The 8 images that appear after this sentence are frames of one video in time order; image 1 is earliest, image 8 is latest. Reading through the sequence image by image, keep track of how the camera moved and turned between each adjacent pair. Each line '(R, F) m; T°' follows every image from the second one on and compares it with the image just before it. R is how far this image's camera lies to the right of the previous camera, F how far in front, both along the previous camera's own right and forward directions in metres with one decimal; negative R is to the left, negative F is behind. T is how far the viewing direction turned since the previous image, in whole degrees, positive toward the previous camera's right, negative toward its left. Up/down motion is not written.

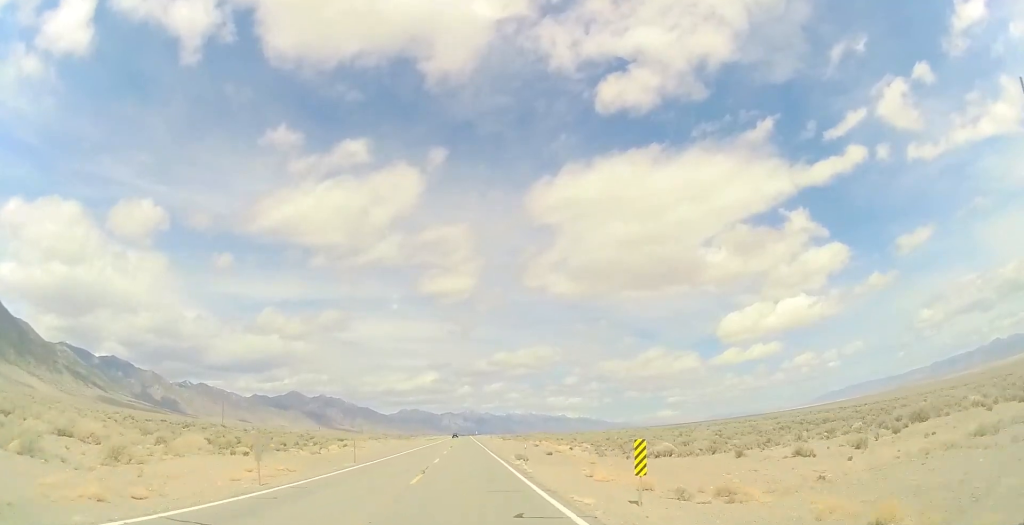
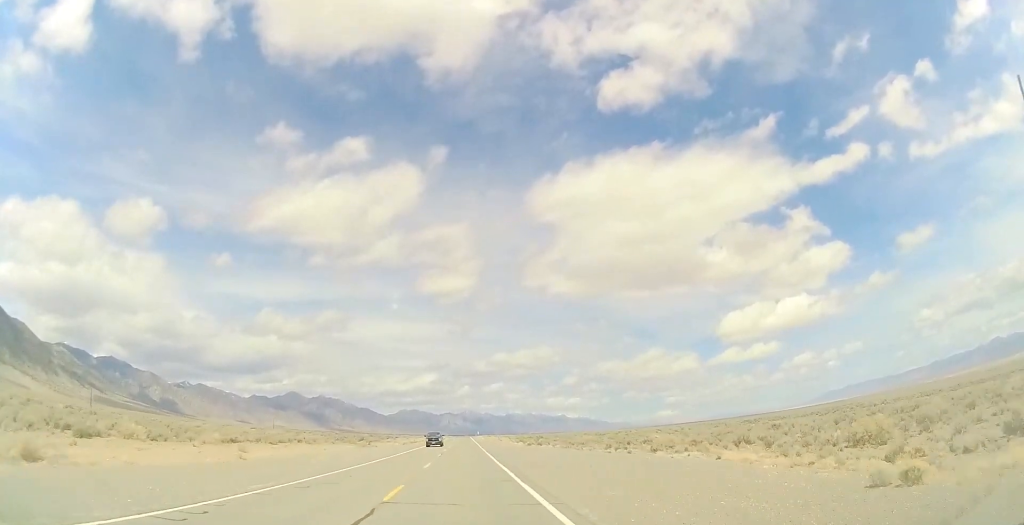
(+0.5, +52.9) m; +1°
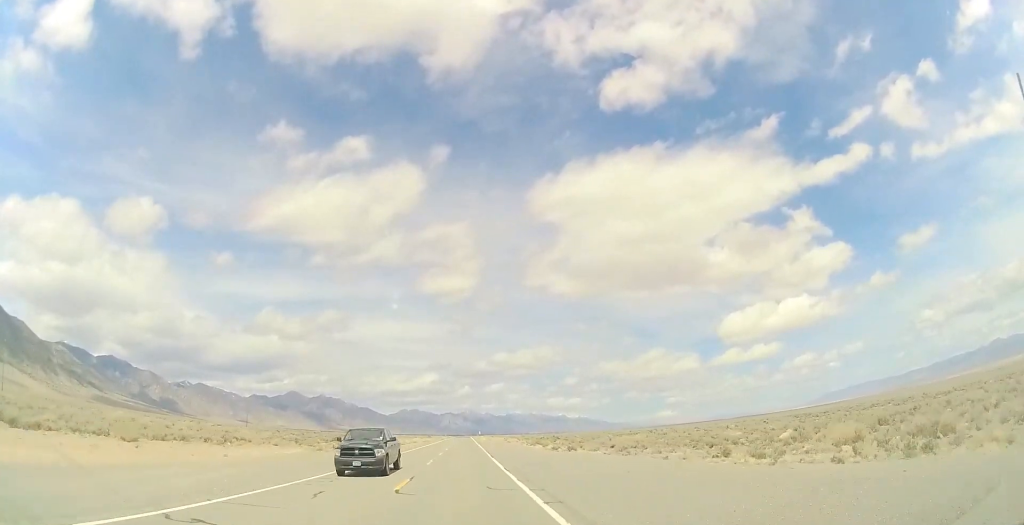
(+0.3, +22.1) m; 0°
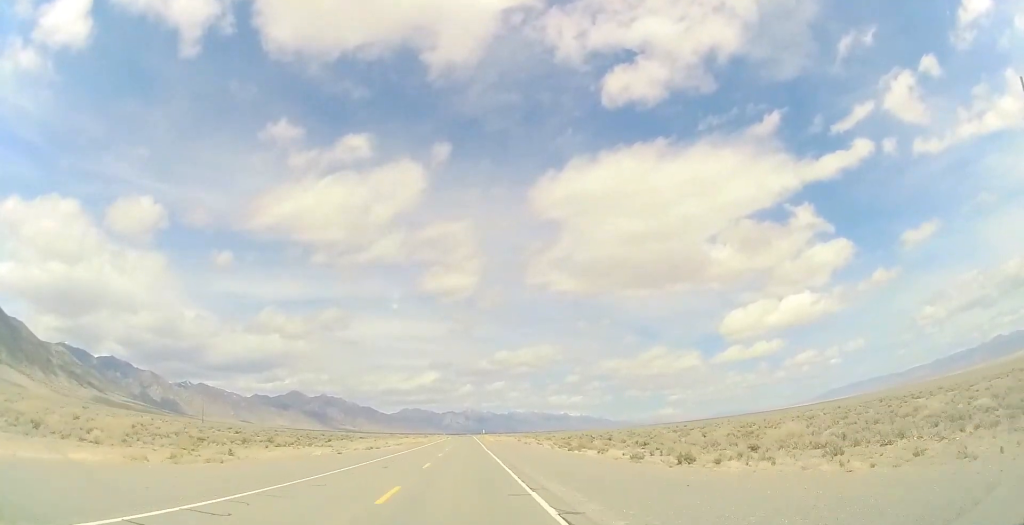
(-0.3, +27.6) m; -1°
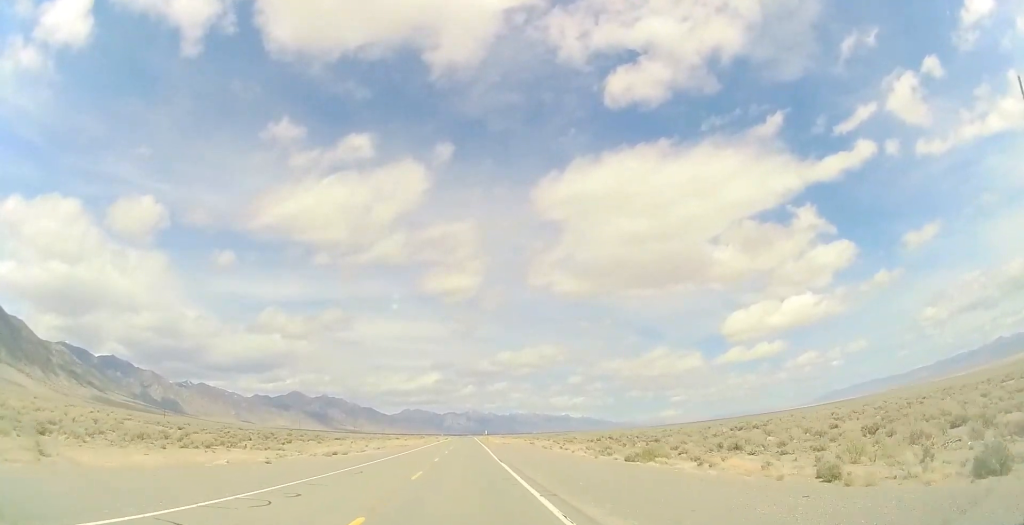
(-0.1, +17.6) m; 0°
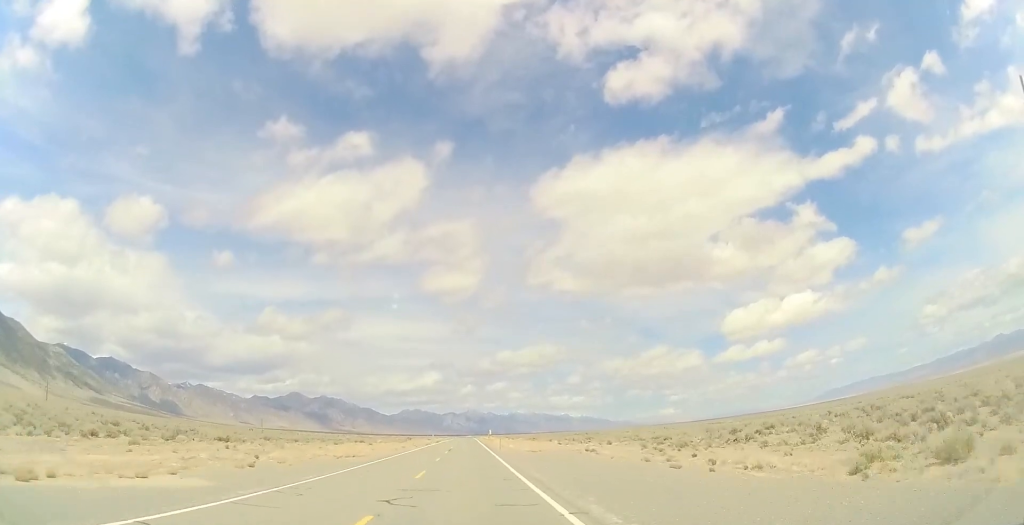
(-0.2, +36.2) m; 0°
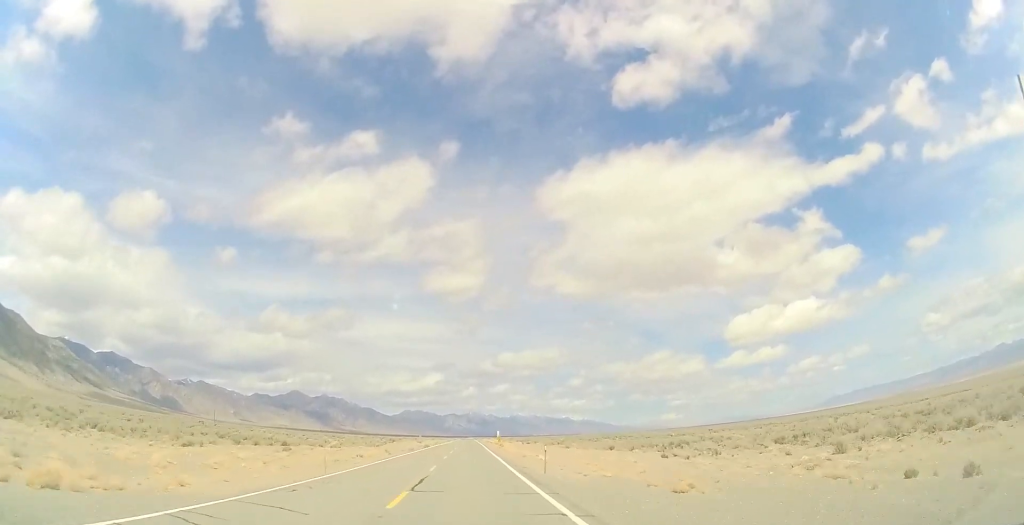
(+0.2, +31.7) m; 0°
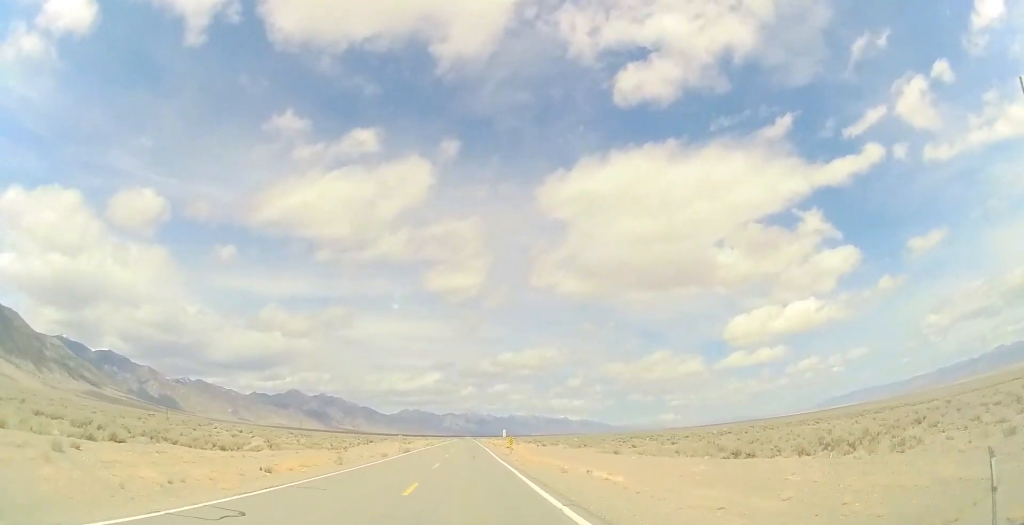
(-0.3, +21.8) m; 0°
